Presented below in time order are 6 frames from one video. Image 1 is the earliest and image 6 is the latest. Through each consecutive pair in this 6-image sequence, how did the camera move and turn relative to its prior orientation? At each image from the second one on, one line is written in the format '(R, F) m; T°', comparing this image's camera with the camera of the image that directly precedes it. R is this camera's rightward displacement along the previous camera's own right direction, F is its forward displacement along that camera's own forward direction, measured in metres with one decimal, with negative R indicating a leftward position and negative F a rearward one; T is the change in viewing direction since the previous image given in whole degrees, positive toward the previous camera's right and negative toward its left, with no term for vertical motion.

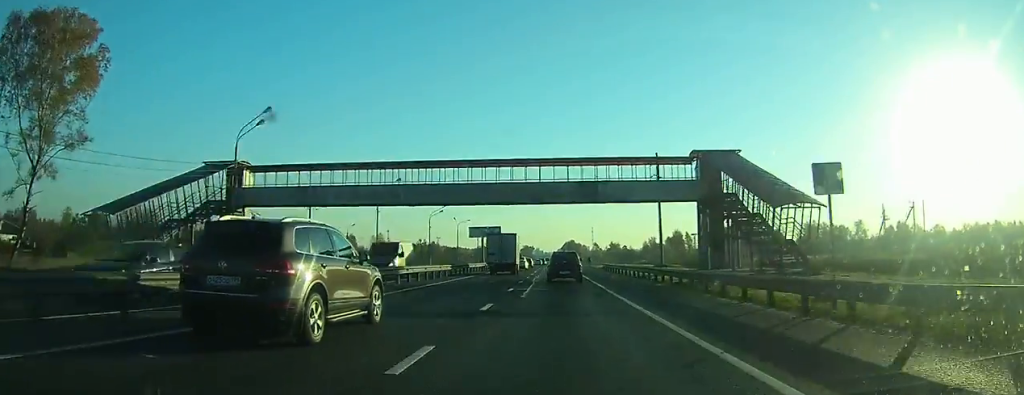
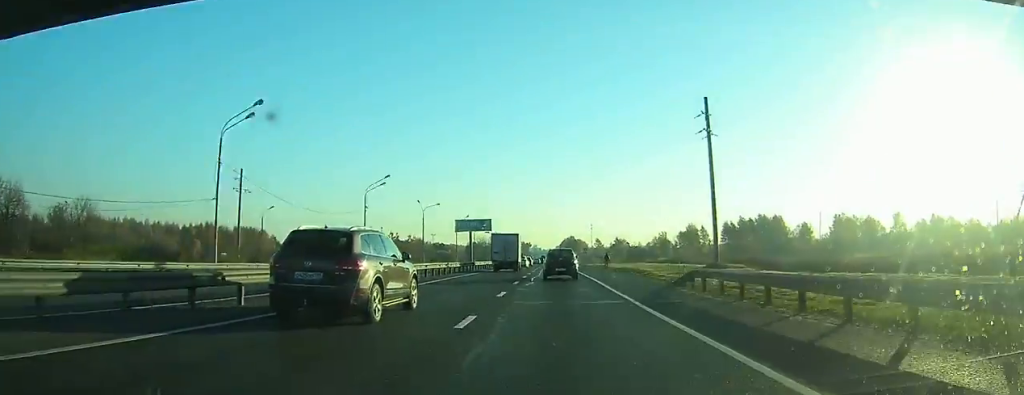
(-0.3, +37.0) m; 0°
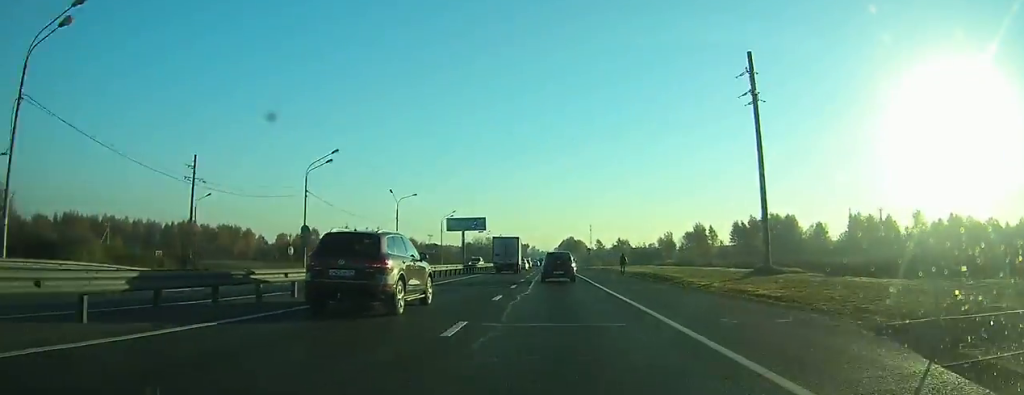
(0.0, +17.4) m; 0°
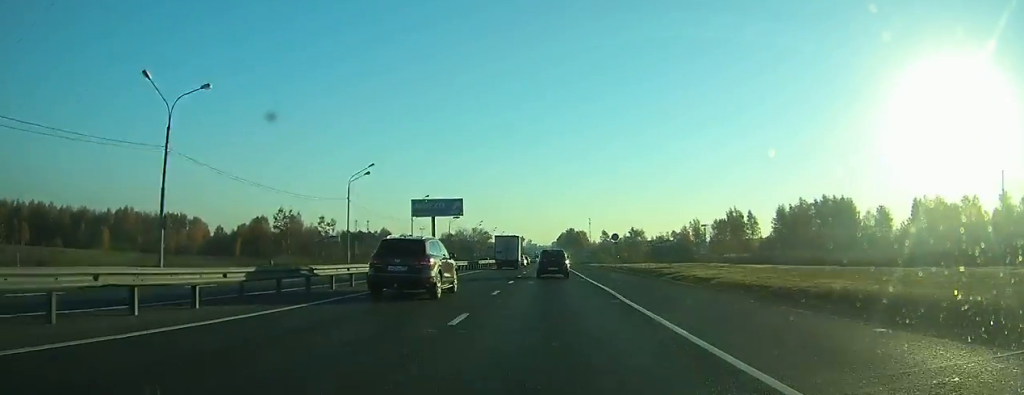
(+0.4, +53.8) m; 0°
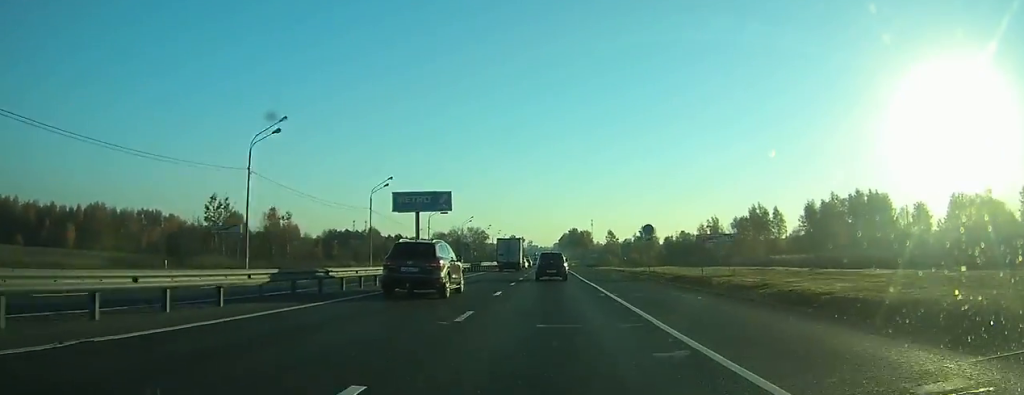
(0.0, +22.1) m; 0°
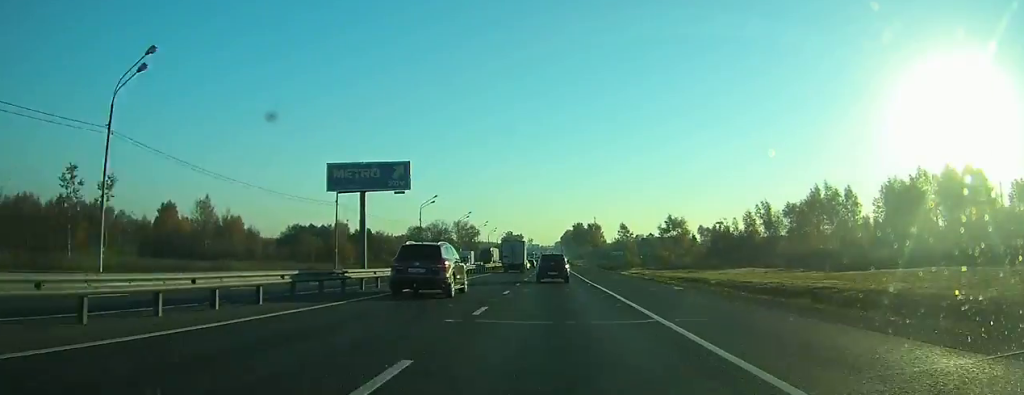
(+0.1, +45.9) m; 0°
